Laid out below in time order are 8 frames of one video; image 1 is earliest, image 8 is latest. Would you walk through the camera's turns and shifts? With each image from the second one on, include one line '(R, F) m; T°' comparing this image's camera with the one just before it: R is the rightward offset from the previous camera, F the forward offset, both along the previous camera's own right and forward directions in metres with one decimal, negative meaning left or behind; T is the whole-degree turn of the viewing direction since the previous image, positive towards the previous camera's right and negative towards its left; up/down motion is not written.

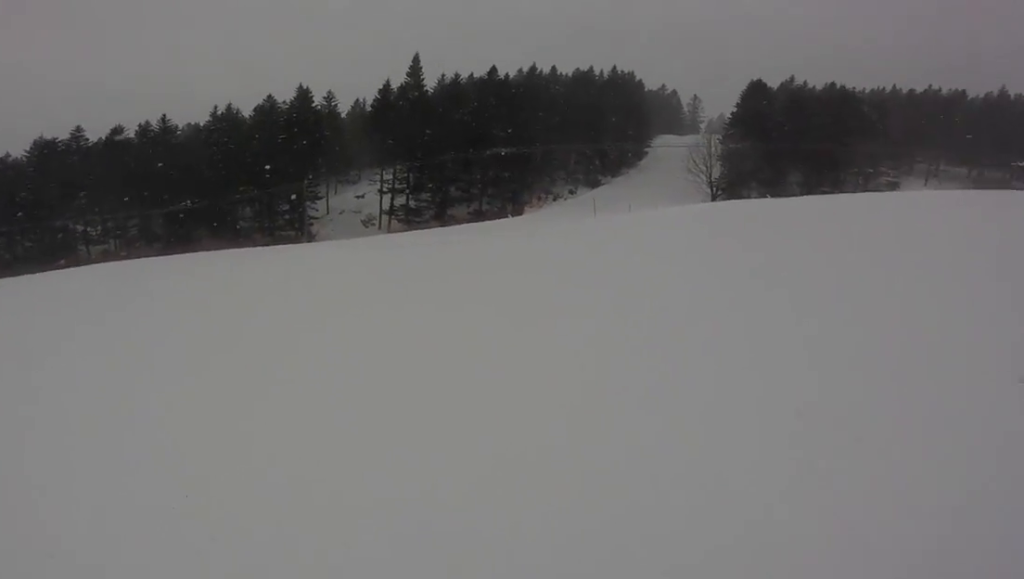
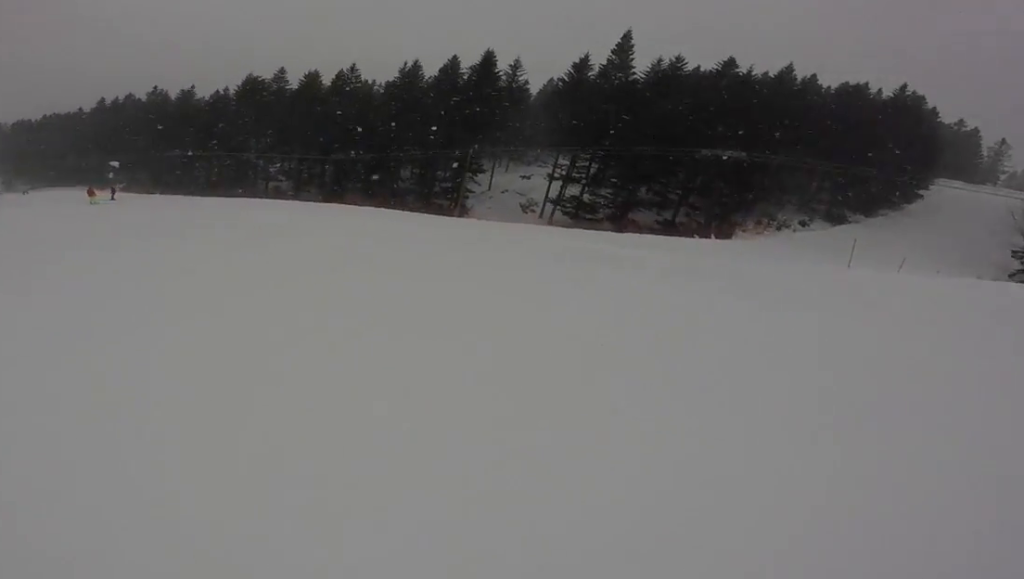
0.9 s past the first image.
(+0.2, +6.2) m; +7°
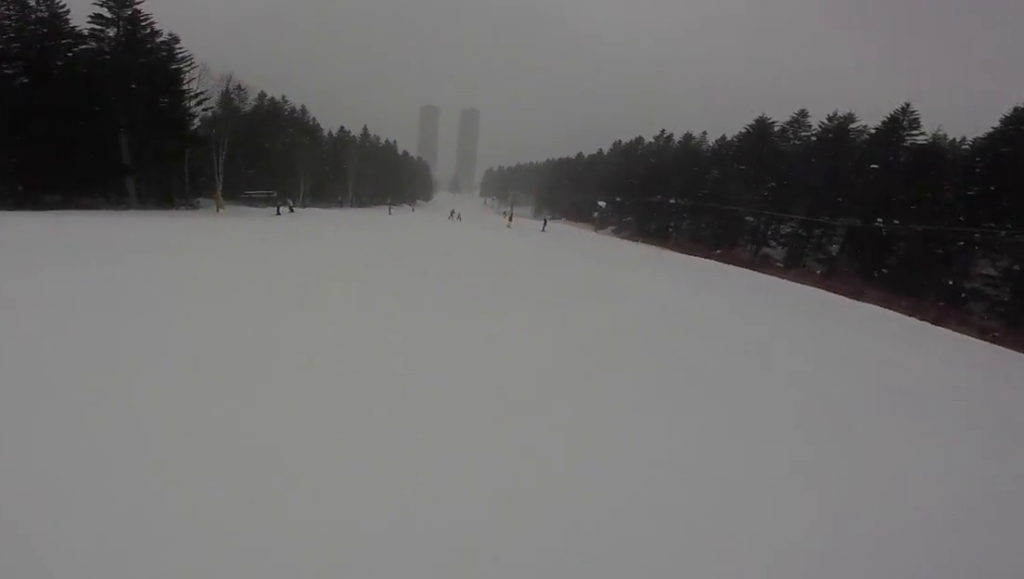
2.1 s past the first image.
(+1.1, +9.5) m; +6°
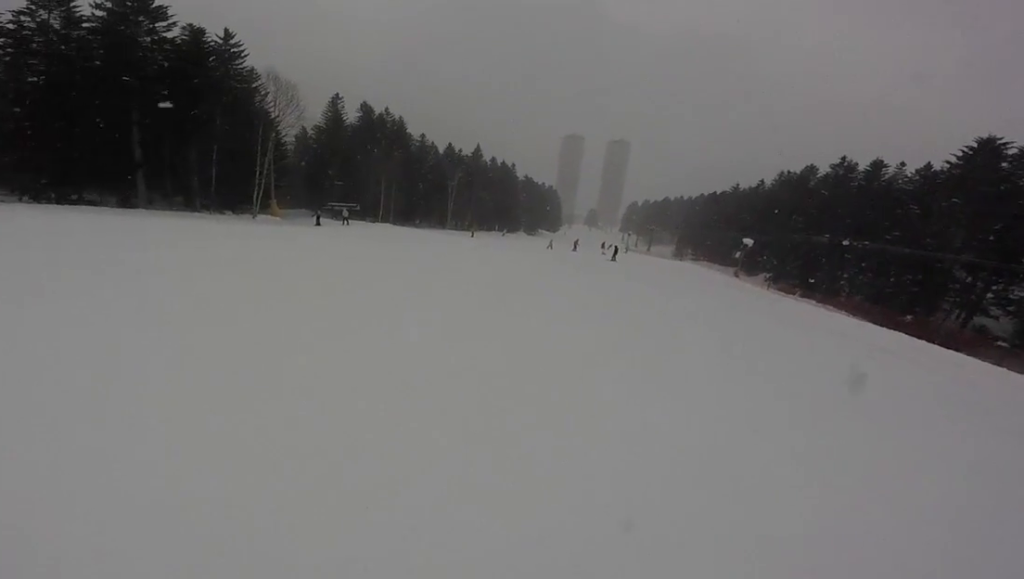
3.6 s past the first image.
(0.0, +12.4) m; -2°
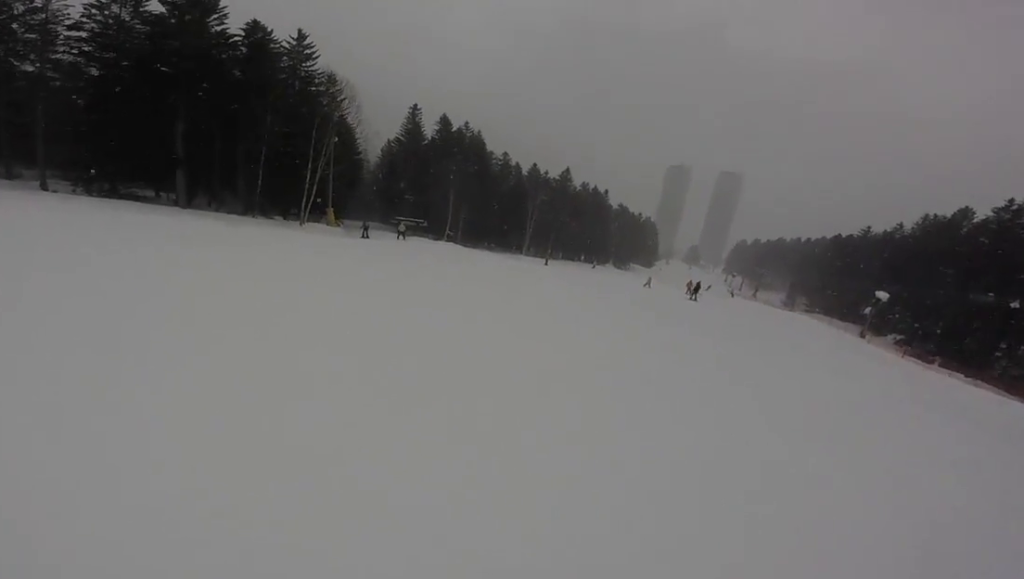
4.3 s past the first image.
(+0.2, +5.3) m; -8°
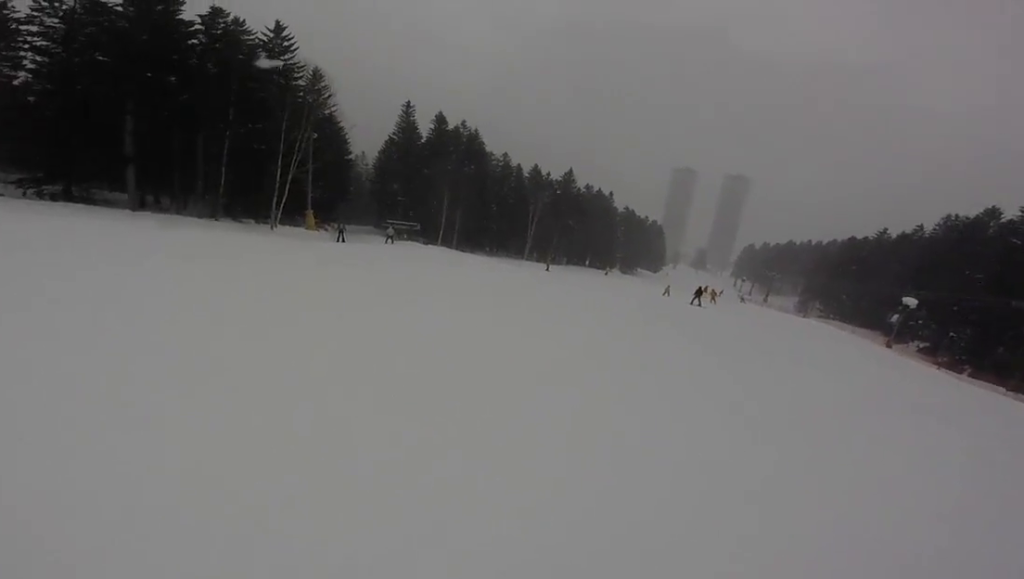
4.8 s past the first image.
(-0.5, +3.5) m; -8°
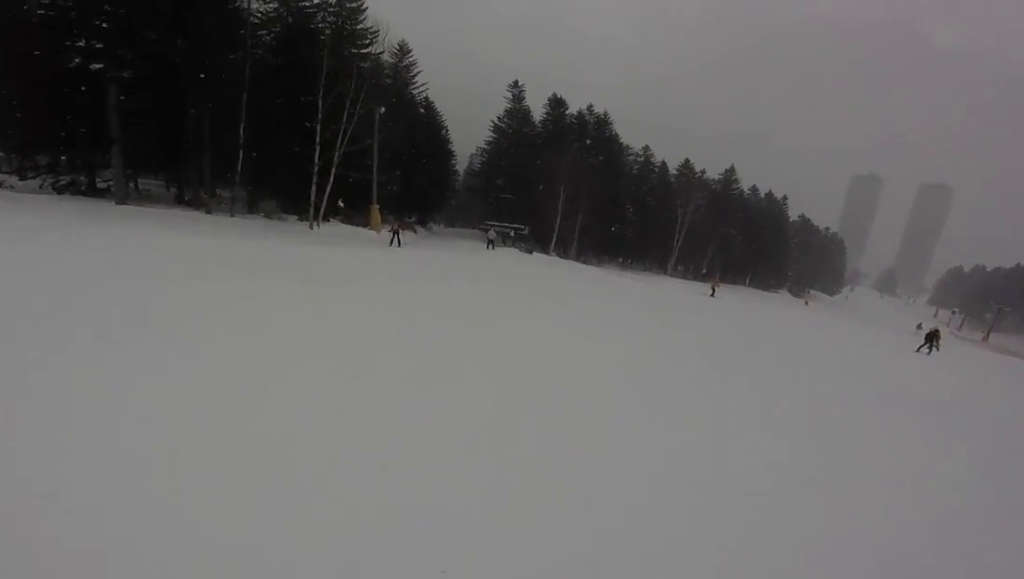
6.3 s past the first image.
(-2.0, +9.4) m; -30°
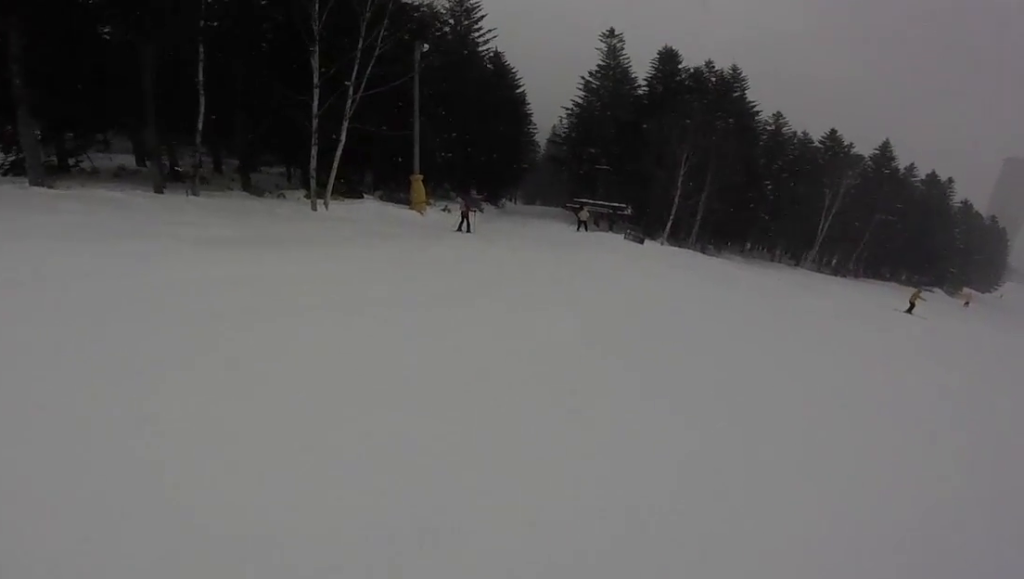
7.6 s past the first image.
(-2.2, +7.5) m; -24°
